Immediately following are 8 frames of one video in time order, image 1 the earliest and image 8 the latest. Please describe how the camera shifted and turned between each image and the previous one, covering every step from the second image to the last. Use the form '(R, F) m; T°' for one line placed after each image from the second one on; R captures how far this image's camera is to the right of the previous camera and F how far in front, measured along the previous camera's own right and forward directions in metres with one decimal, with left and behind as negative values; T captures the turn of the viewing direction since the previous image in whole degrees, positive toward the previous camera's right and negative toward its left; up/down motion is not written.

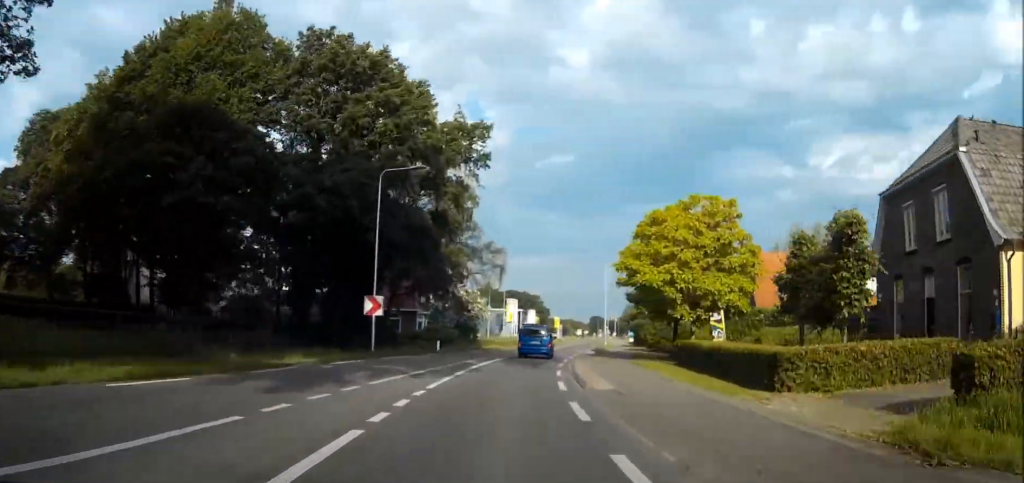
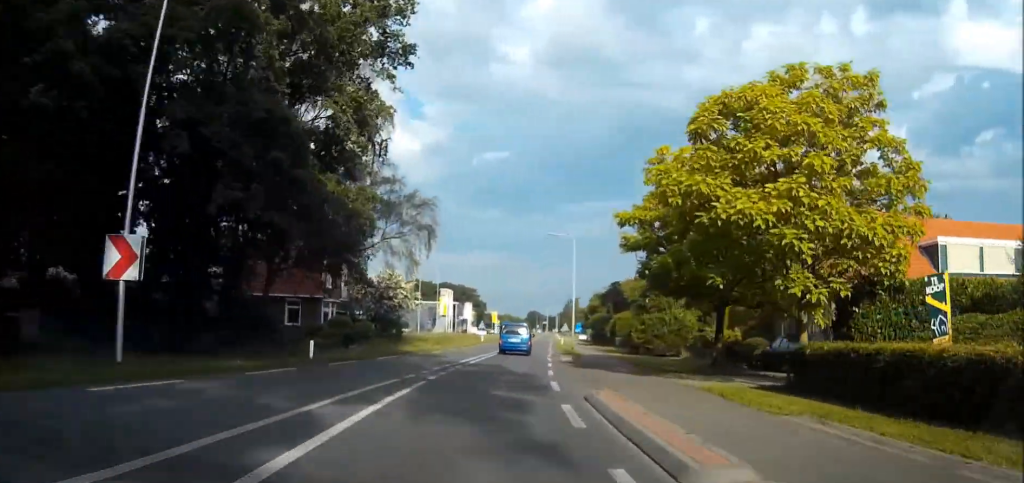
(+0.5, +18.7) m; +5°
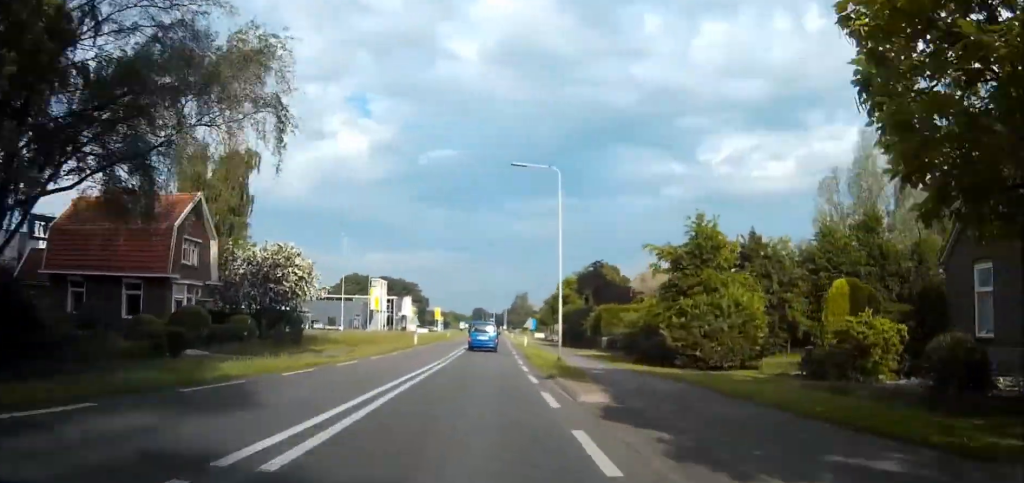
(+1.1, +21.0) m; +3°
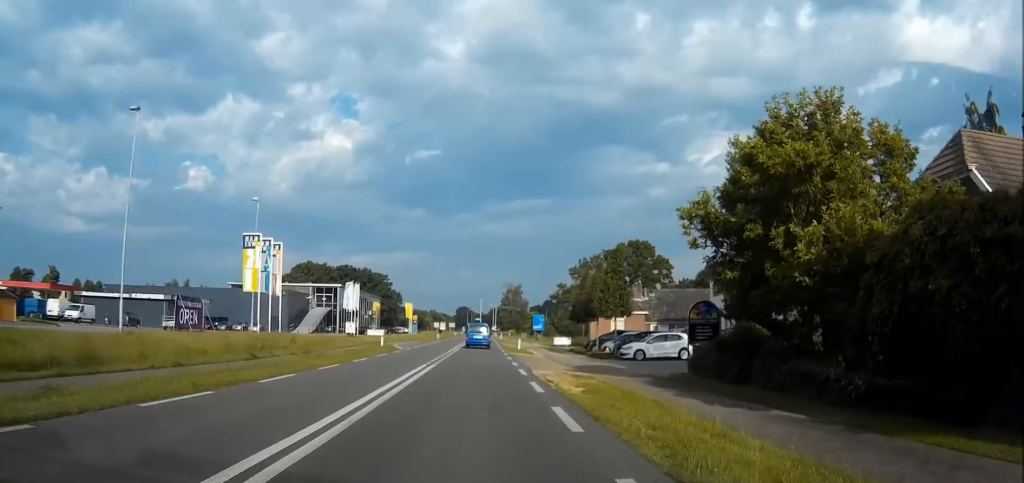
(+2.9, +54.9) m; +5°
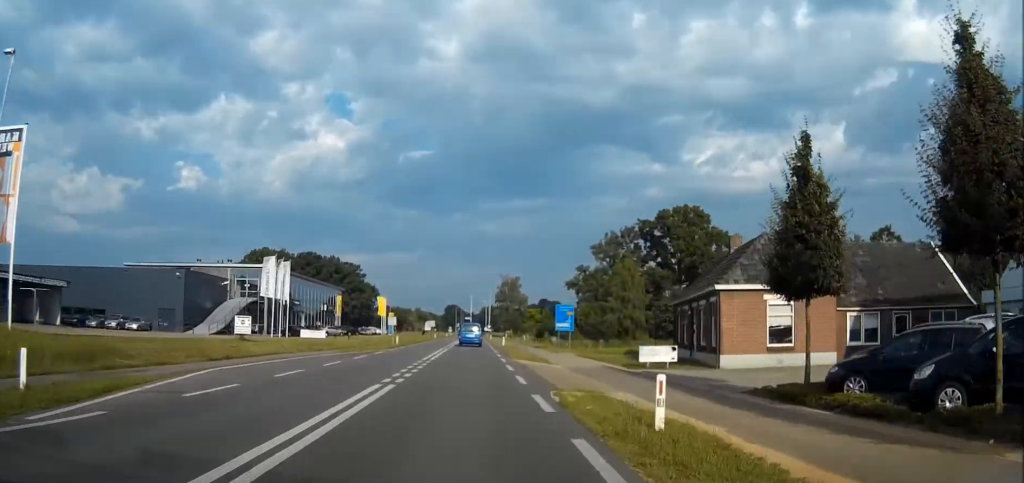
(+0.5, +39.1) m; 0°
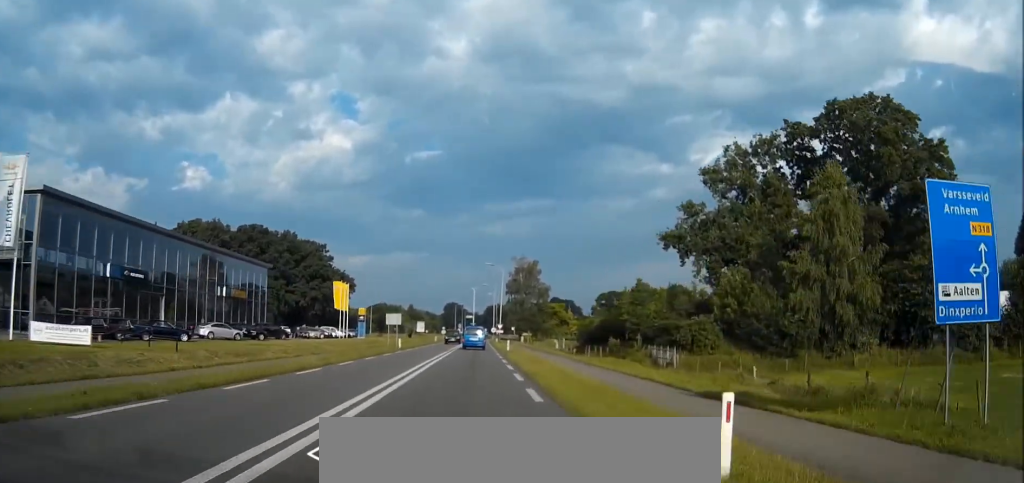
(-0.5, +51.1) m; -1°
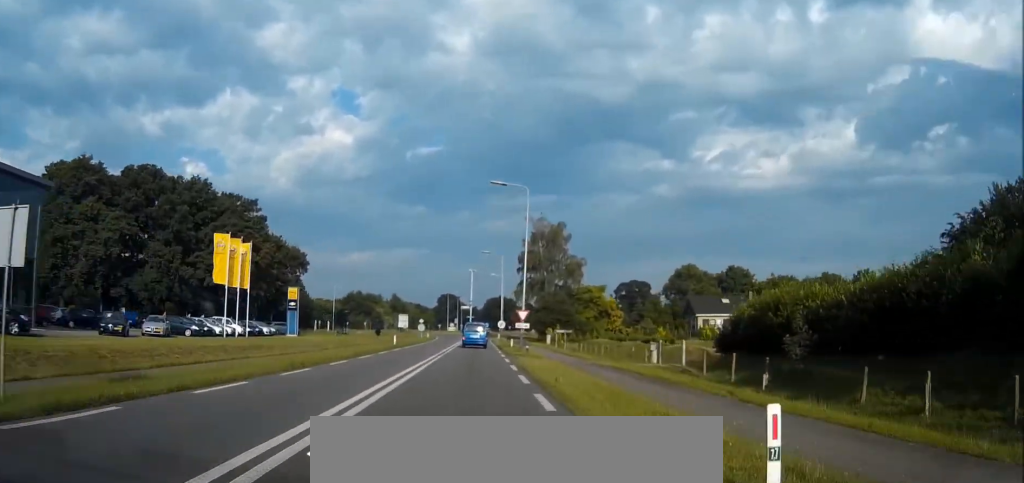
(-0.2, +48.1) m; -1°
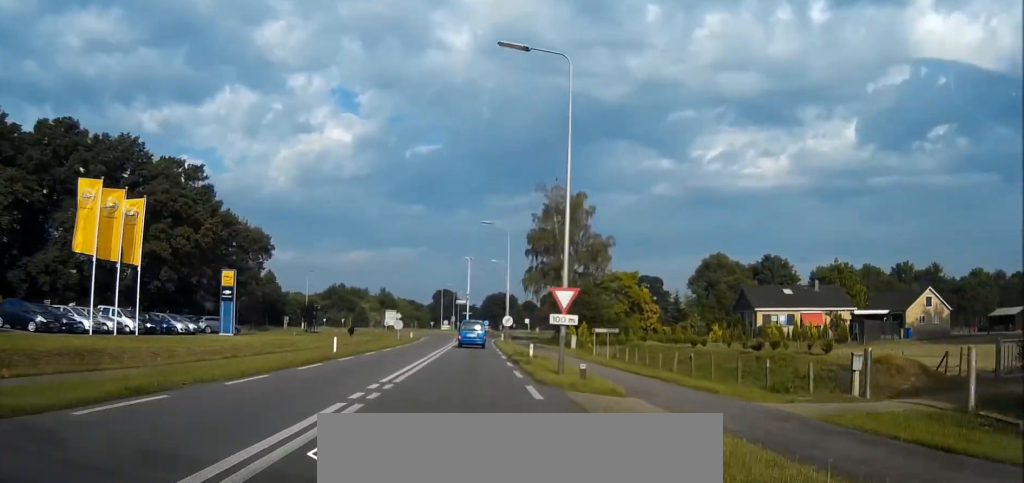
(-0.2, +21.3) m; 0°
